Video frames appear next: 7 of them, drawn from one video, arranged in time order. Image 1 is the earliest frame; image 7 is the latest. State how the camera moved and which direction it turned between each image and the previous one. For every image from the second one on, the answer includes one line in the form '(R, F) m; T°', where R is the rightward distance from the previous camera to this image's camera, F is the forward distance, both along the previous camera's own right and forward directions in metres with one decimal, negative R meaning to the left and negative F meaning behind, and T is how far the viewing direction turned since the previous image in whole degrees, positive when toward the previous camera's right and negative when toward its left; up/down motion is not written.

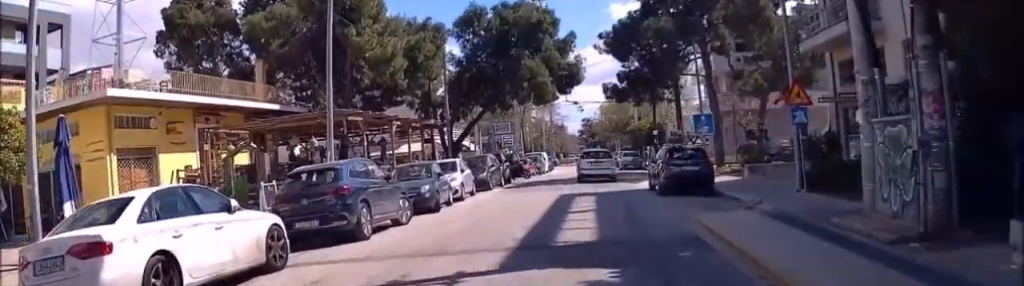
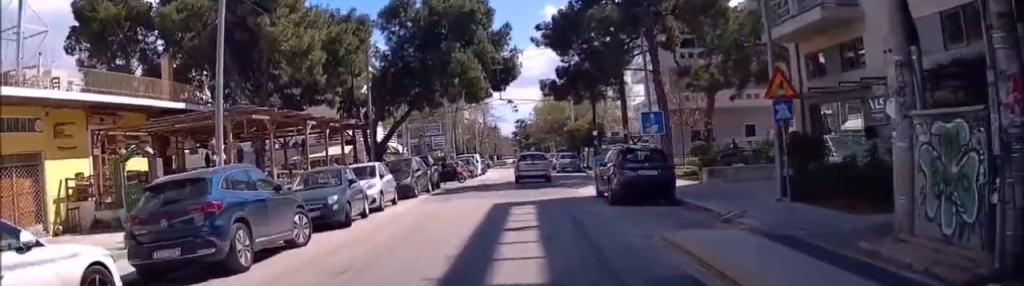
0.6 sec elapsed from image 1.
(+0.2, +2.8) m; +2°
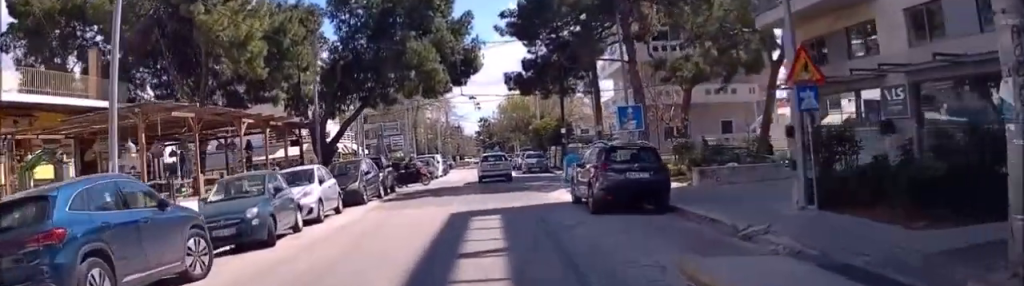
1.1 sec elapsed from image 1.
(+0.1, +2.8) m; +2°
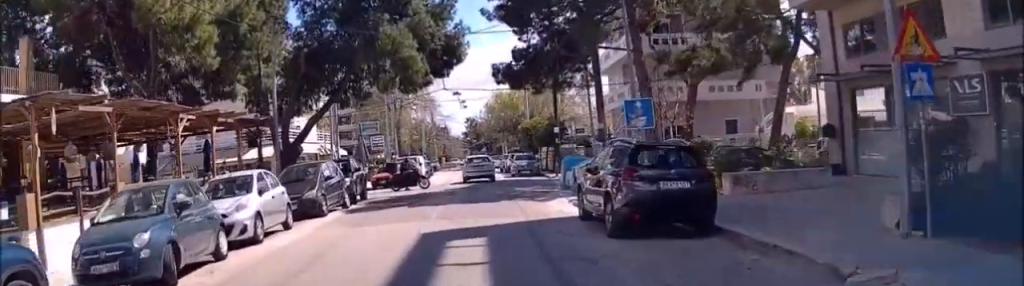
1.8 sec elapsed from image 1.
(0.0, +3.4) m; 0°
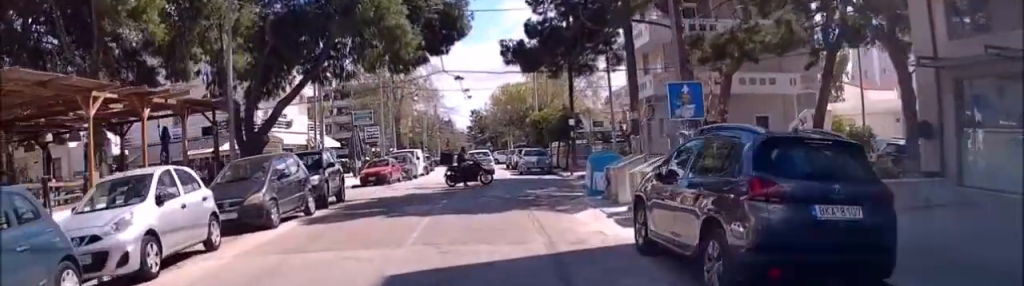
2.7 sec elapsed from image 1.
(0.0, +4.3) m; +1°
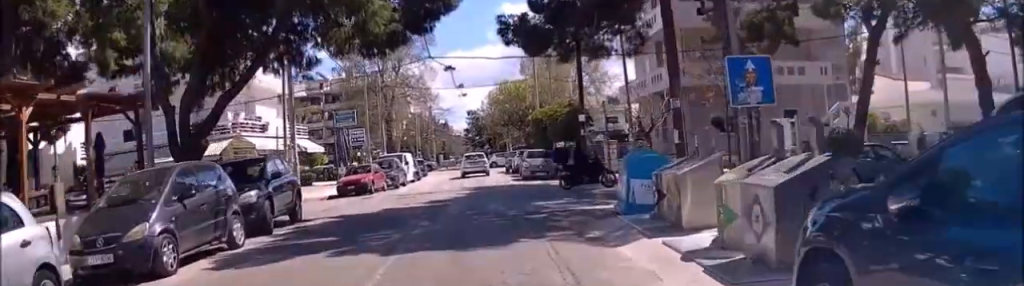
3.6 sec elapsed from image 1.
(+0.1, +4.6) m; +2°
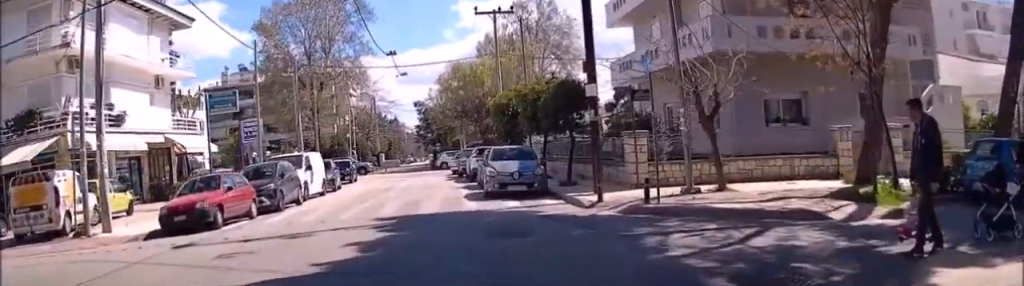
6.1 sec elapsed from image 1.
(+0.2, +13.2) m; +2°
